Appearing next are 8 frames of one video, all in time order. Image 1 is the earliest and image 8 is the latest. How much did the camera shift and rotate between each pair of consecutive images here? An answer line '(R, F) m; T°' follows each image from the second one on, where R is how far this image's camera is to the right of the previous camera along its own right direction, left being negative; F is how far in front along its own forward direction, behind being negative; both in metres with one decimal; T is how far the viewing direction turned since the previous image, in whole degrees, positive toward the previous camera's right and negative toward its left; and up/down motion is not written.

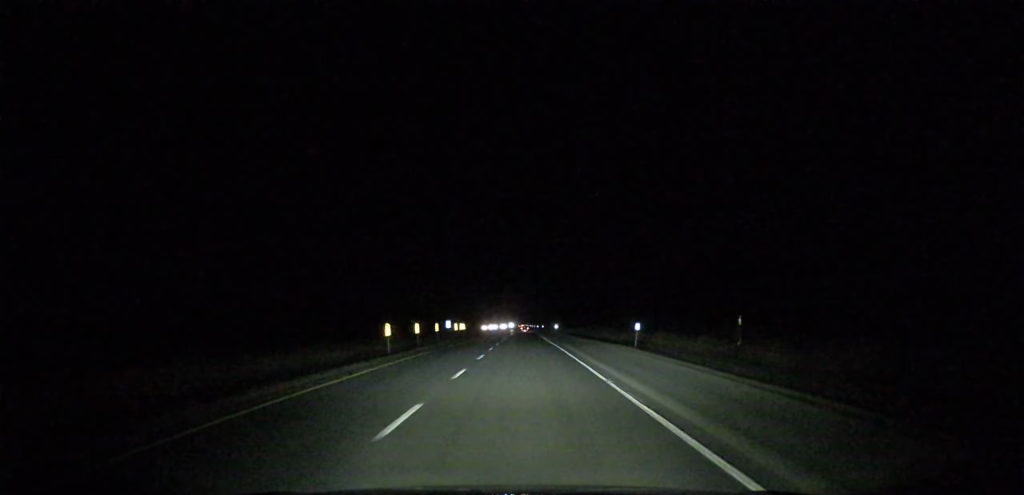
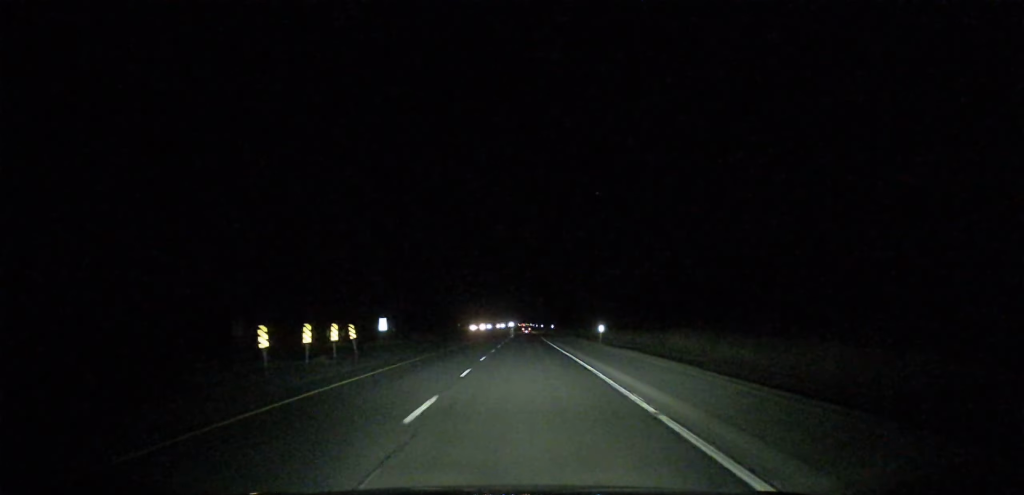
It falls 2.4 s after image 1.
(-0.1, +78.6) m; 0°
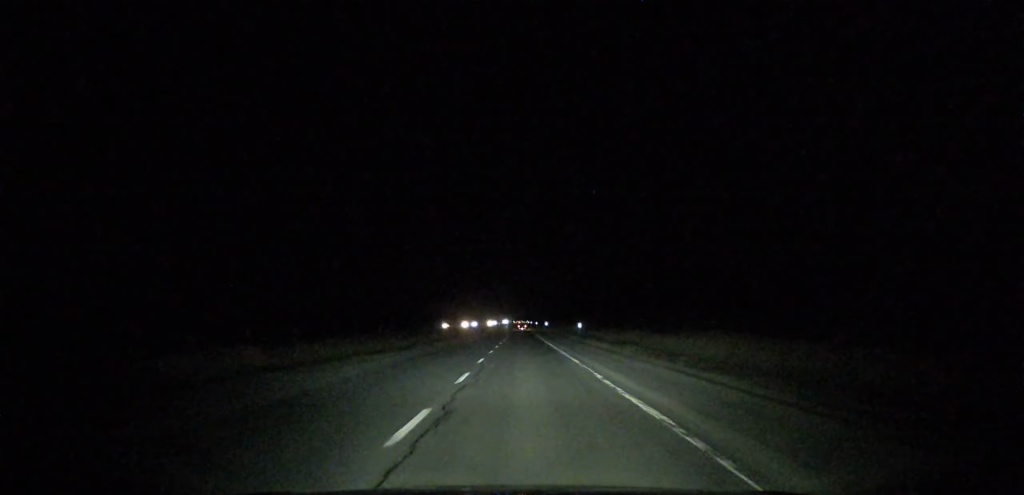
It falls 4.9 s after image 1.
(+0.3, +81.5) m; 0°
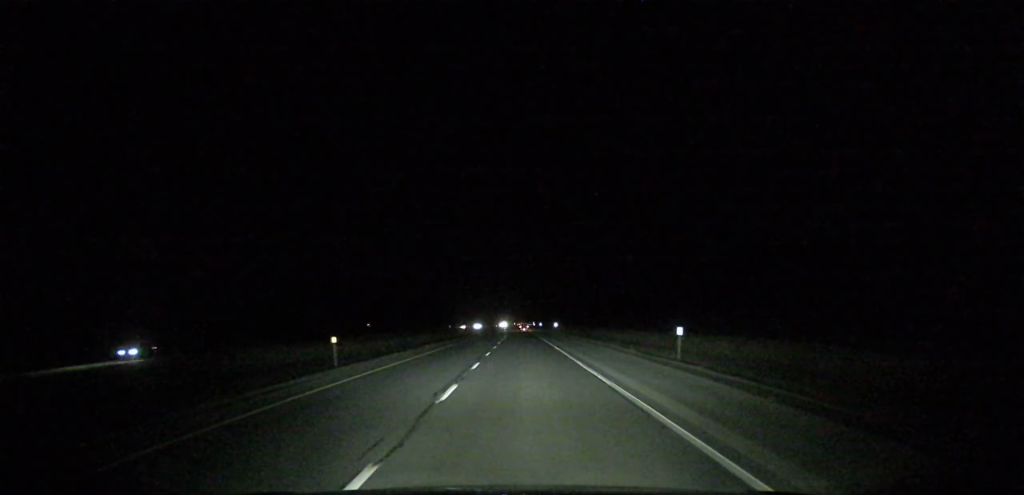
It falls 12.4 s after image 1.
(-0.4, +246.1) m; 0°
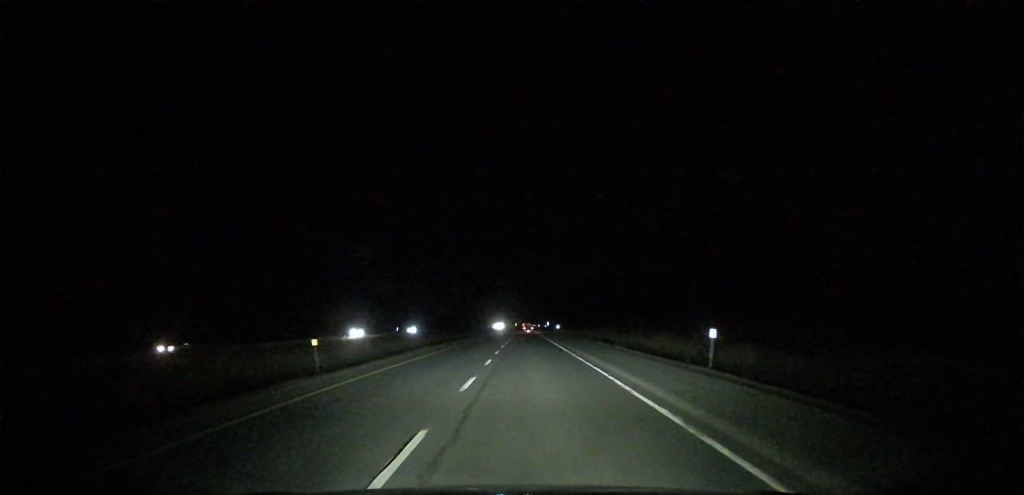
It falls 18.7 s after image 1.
(+0.2, +203.9) m; 0°
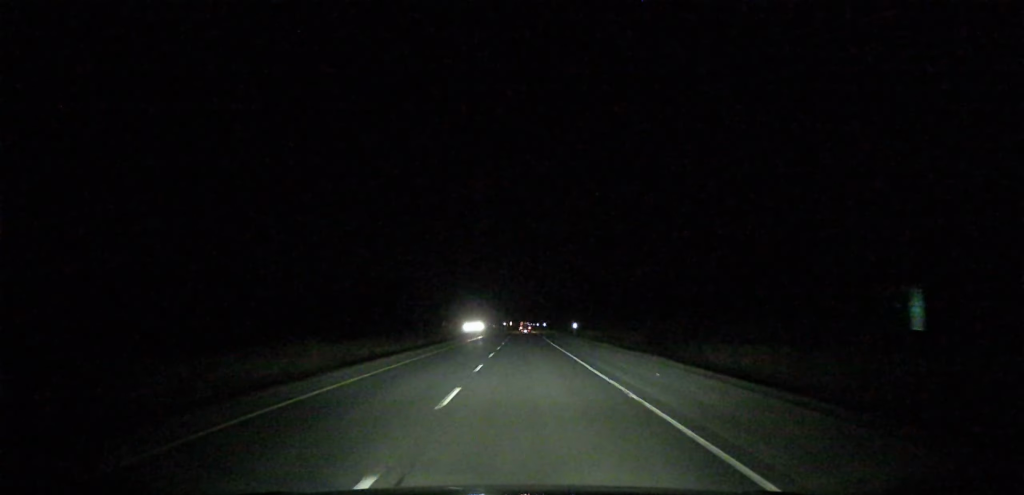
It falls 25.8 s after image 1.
(+0.5, +236.6) m; 0°
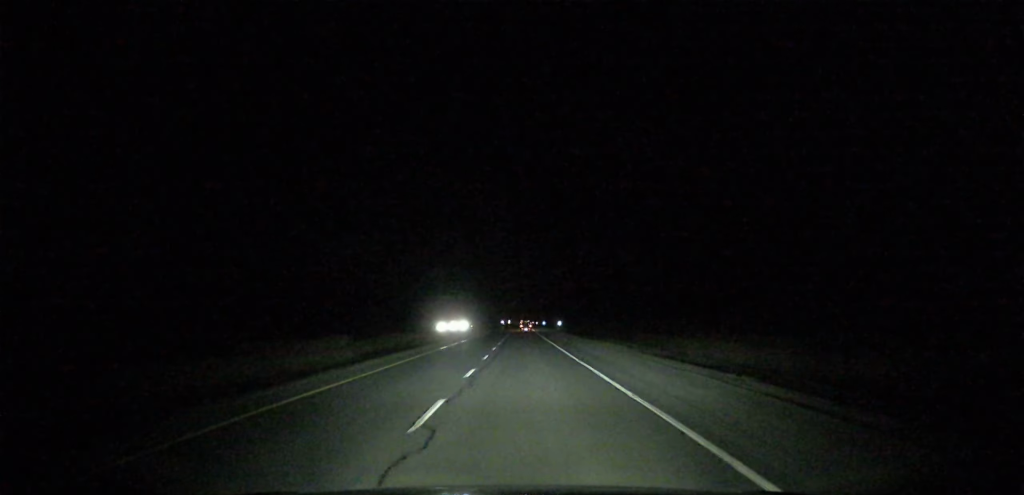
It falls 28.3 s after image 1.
(0.0, +83.5) m; 0°
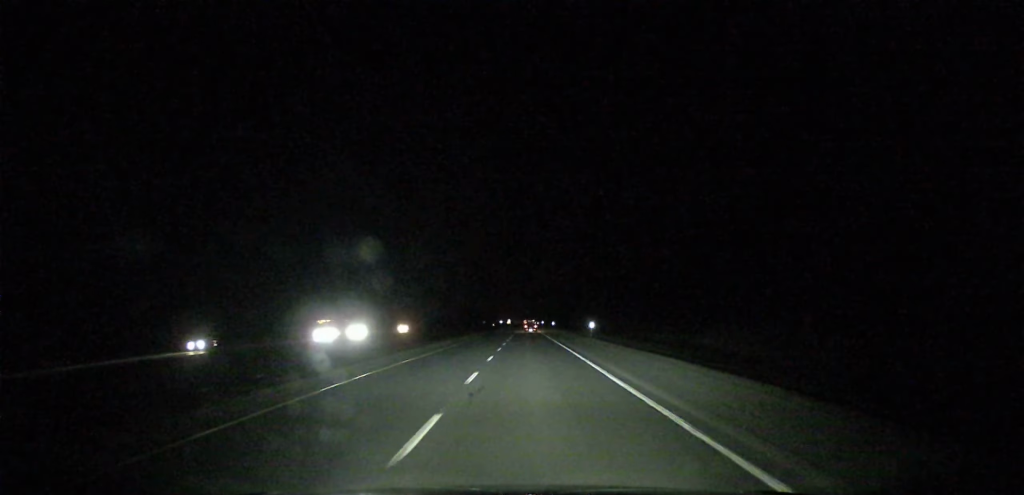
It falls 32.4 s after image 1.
(-0.1, +137.3) m; 0°
